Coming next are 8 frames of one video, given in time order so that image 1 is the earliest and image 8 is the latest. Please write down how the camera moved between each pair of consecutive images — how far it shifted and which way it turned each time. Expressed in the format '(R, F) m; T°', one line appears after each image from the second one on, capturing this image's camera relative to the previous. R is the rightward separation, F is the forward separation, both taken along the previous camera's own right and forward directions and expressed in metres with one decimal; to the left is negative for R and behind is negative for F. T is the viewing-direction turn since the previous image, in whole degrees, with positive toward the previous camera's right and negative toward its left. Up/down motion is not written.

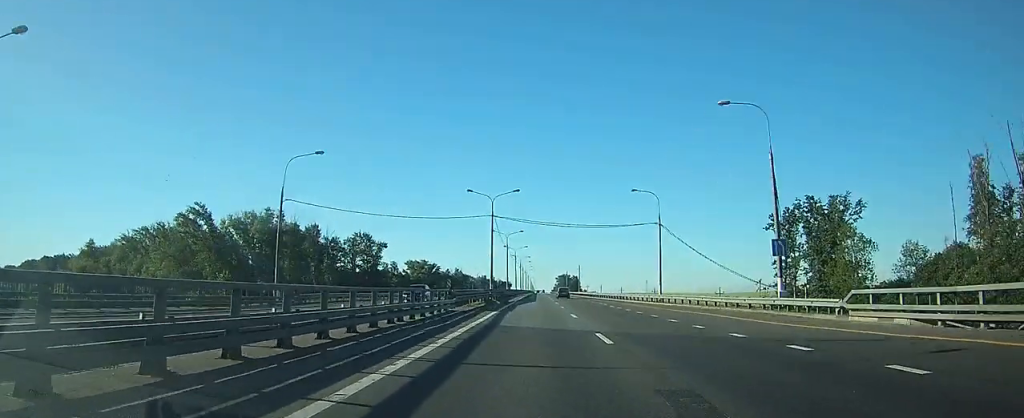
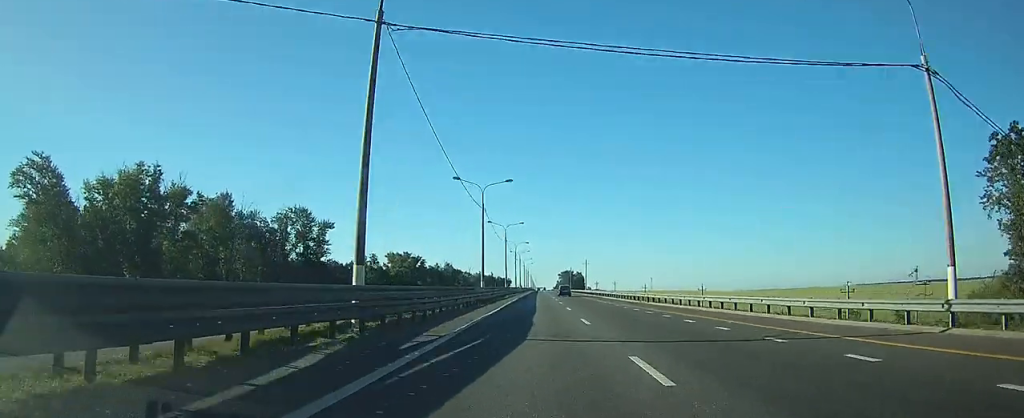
(+0.1, +41.5) m; 0°
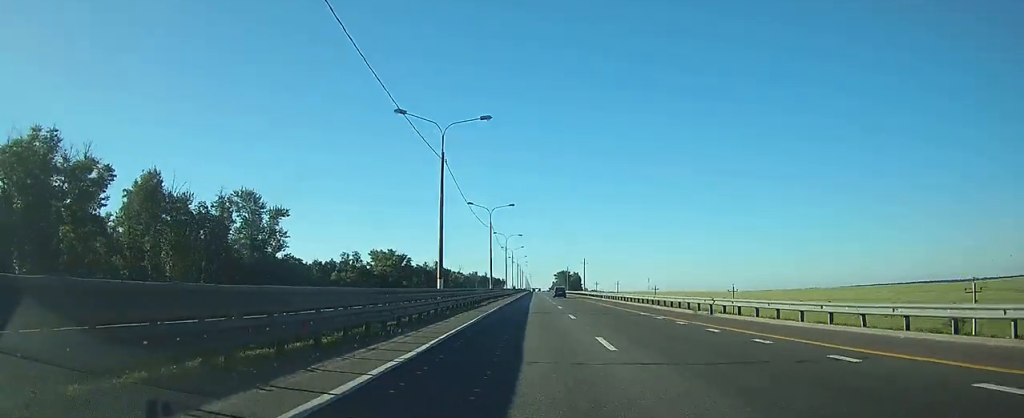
(0.0, +19.2) m; 0°
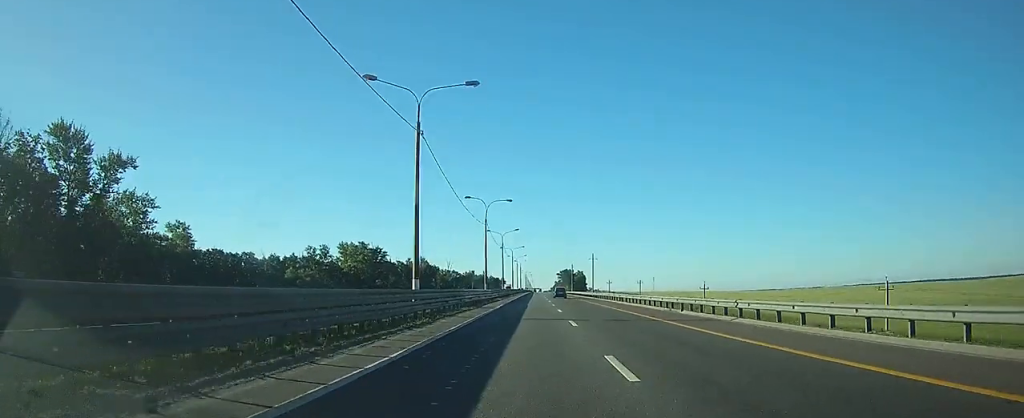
(+0.1, +39.5) m; 0°
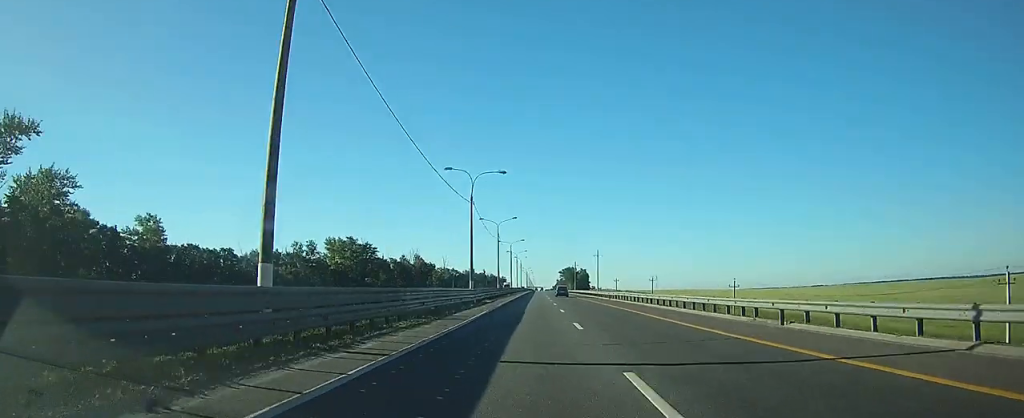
(0.0, +14.2) m; 0°
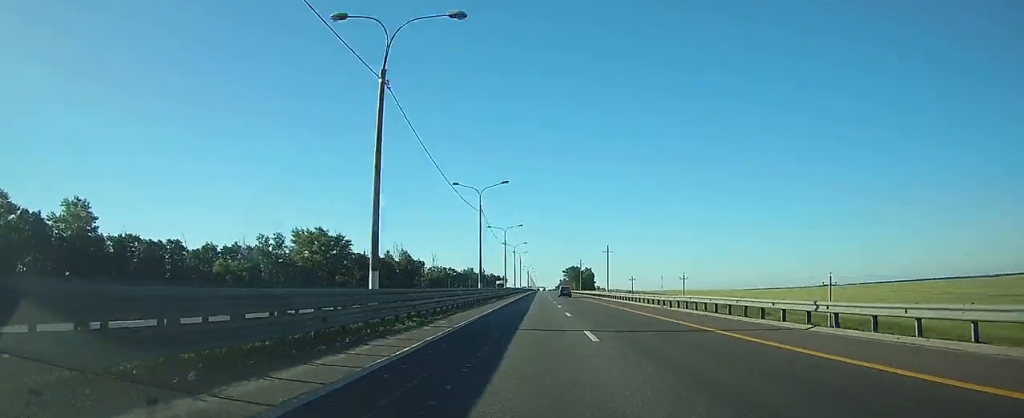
(0.0, +27.6) m; 0°
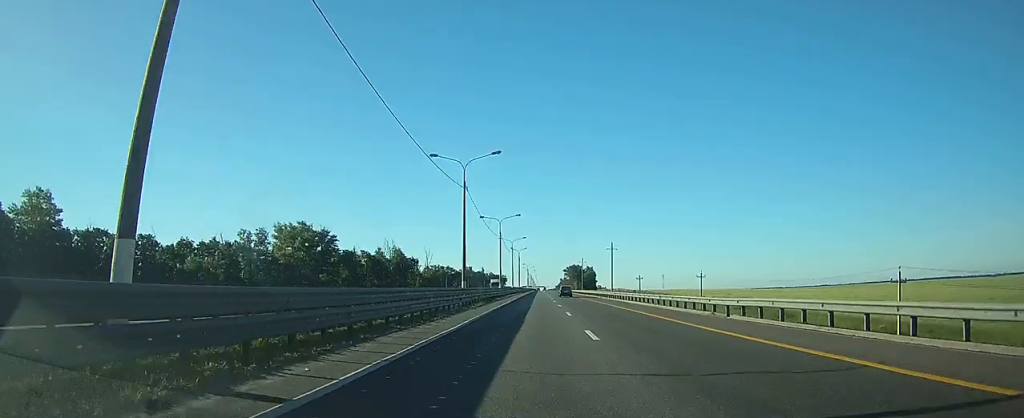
(0.0, +11.6) m; 0°
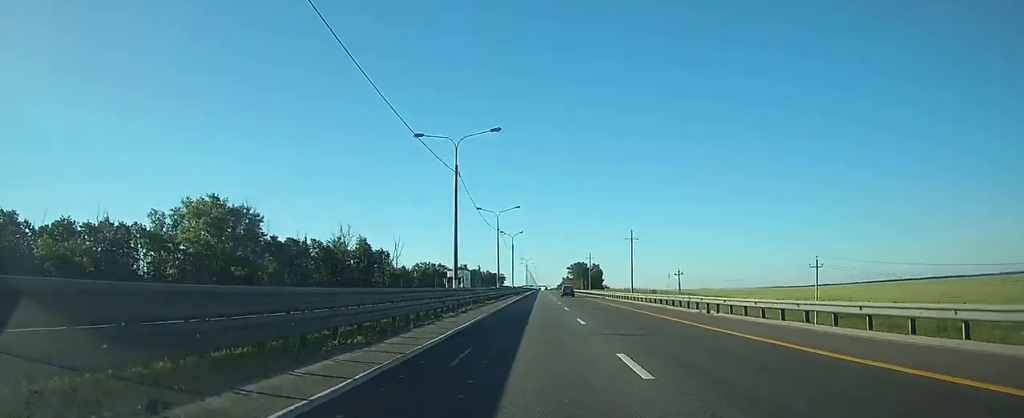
(-0.1, +41.5) m; 0°
